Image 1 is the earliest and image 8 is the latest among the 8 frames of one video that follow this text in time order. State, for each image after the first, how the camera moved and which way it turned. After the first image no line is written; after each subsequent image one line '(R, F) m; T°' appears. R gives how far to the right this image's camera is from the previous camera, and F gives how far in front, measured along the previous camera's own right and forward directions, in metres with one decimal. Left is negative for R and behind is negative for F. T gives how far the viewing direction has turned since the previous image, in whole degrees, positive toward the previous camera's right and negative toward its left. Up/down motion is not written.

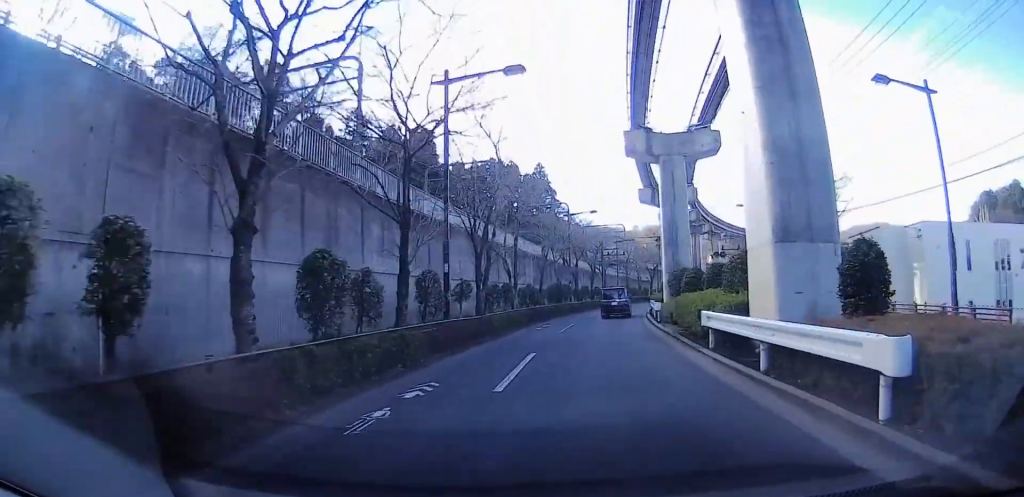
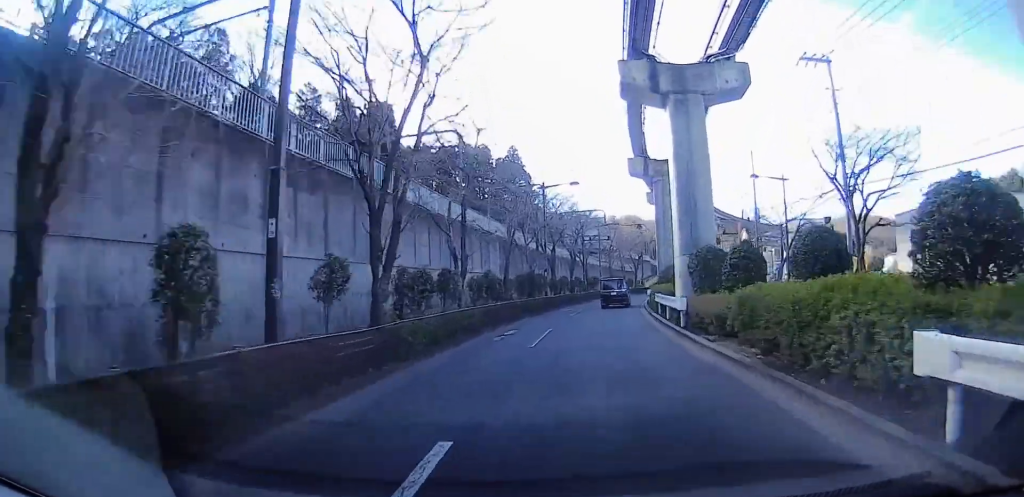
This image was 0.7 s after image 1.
(0.0, +8.9) m; 0°
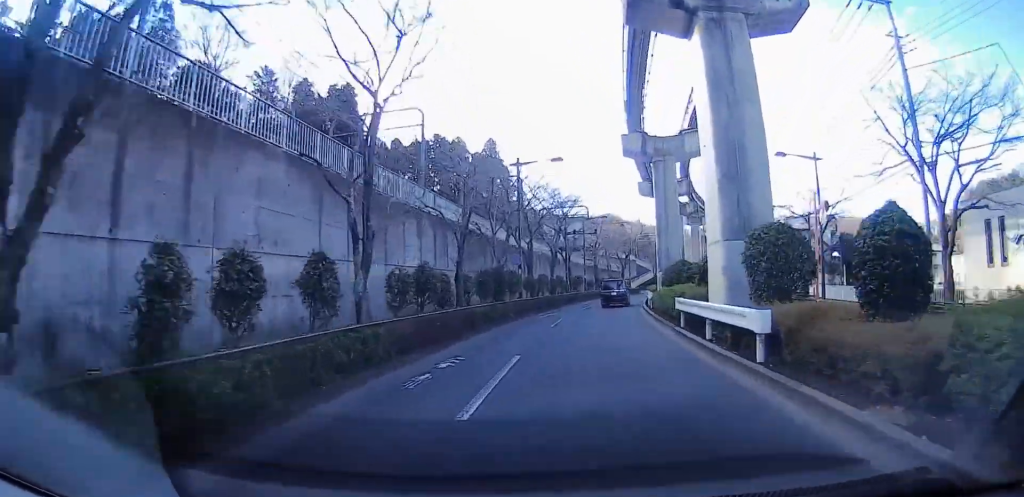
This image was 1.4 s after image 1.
(0.0, +8.1) m; 0°
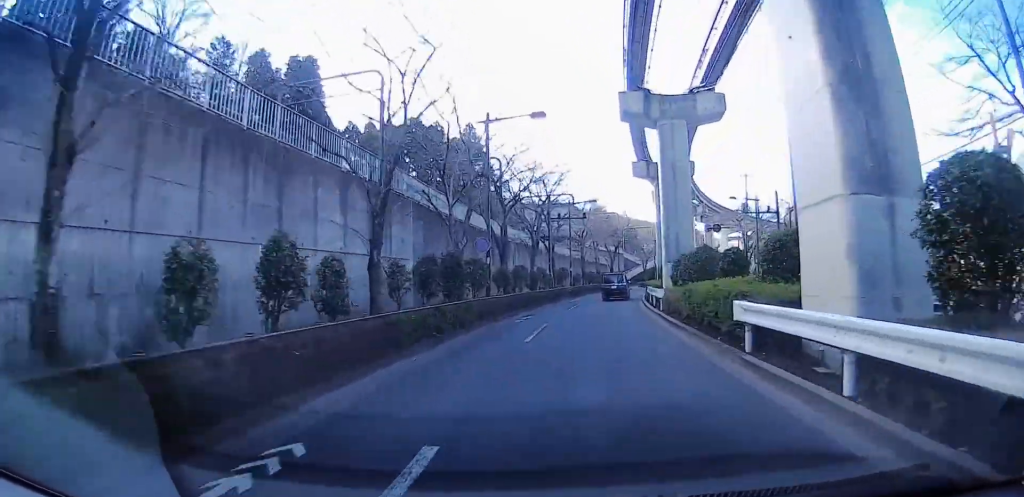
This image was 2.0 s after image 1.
(0.0, +7.2) m; 0°
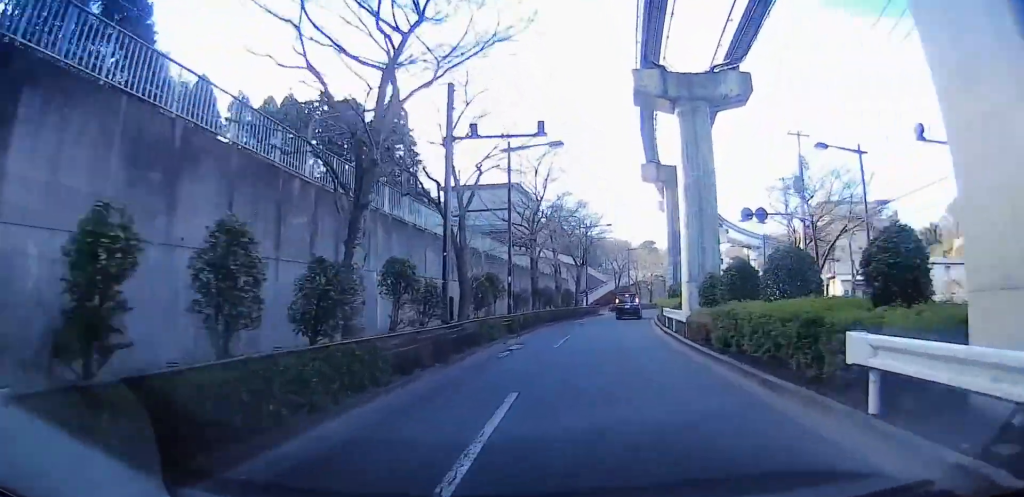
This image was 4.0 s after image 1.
(0.0, +24.7) m; 0°
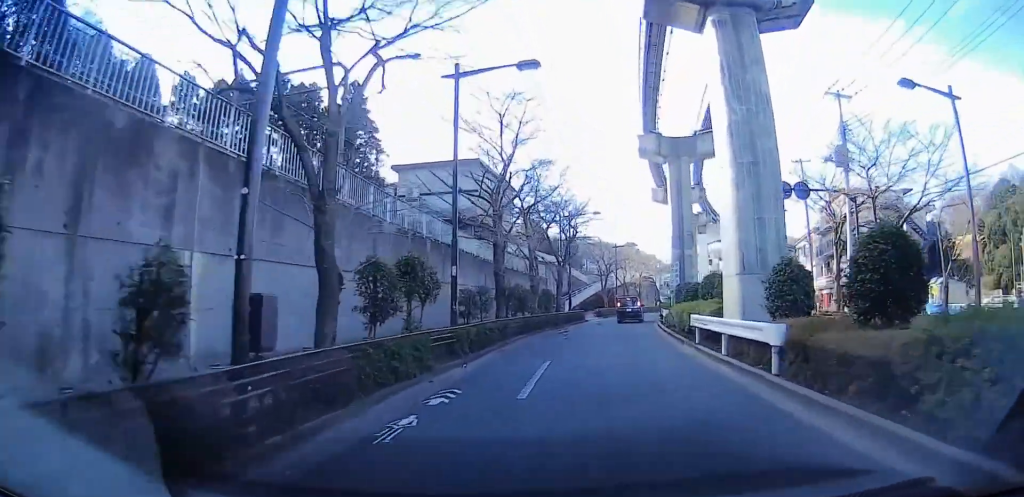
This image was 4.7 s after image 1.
(0.0, +9.5) m; 0°
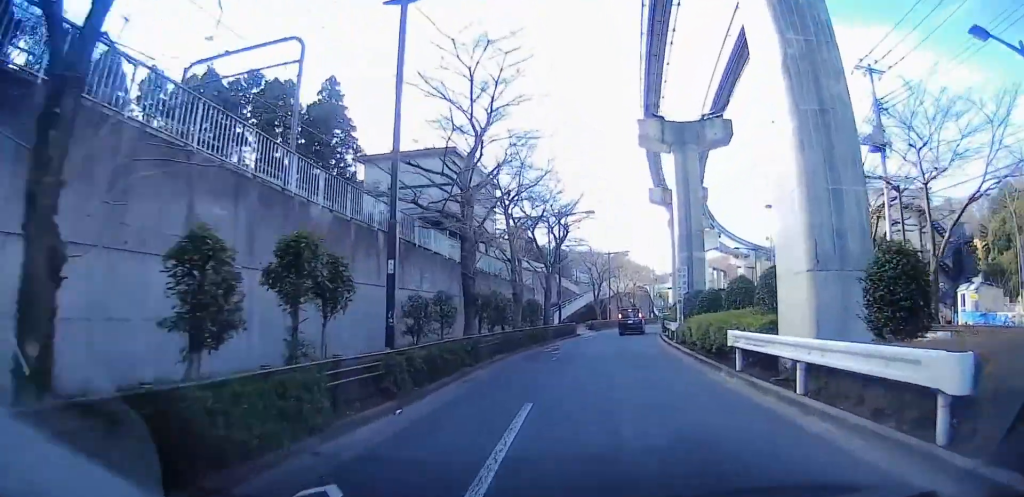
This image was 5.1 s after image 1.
(0.0, +5.2) m; 0°
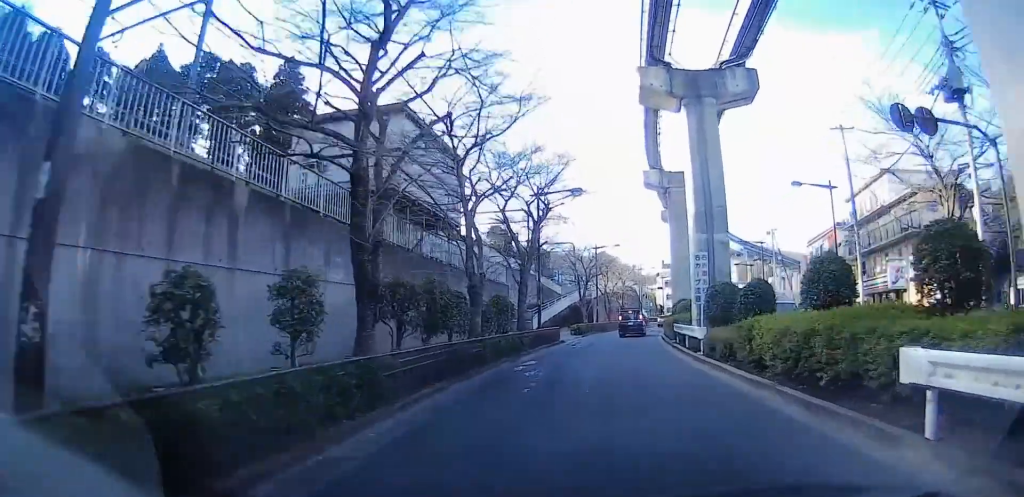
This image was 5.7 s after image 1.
(0.0, +8.1) m; 0°
